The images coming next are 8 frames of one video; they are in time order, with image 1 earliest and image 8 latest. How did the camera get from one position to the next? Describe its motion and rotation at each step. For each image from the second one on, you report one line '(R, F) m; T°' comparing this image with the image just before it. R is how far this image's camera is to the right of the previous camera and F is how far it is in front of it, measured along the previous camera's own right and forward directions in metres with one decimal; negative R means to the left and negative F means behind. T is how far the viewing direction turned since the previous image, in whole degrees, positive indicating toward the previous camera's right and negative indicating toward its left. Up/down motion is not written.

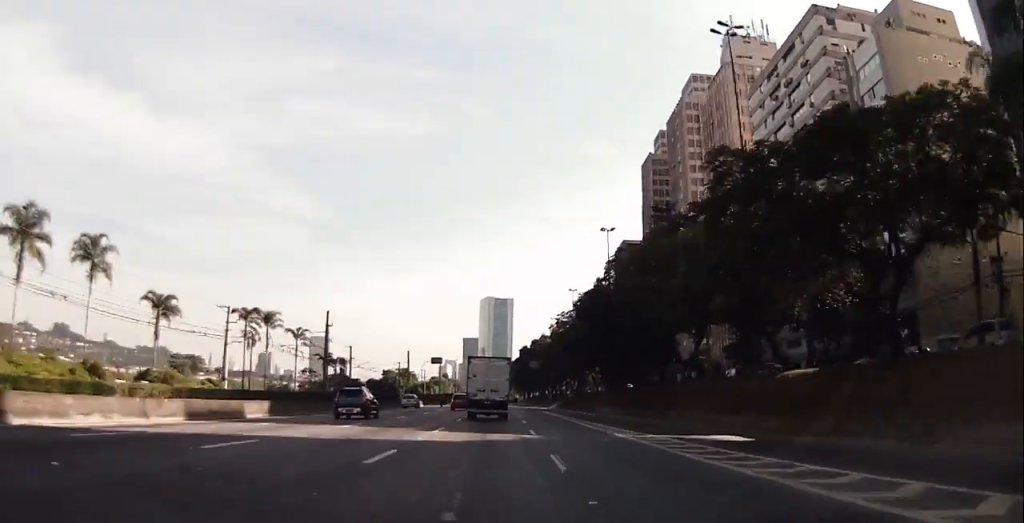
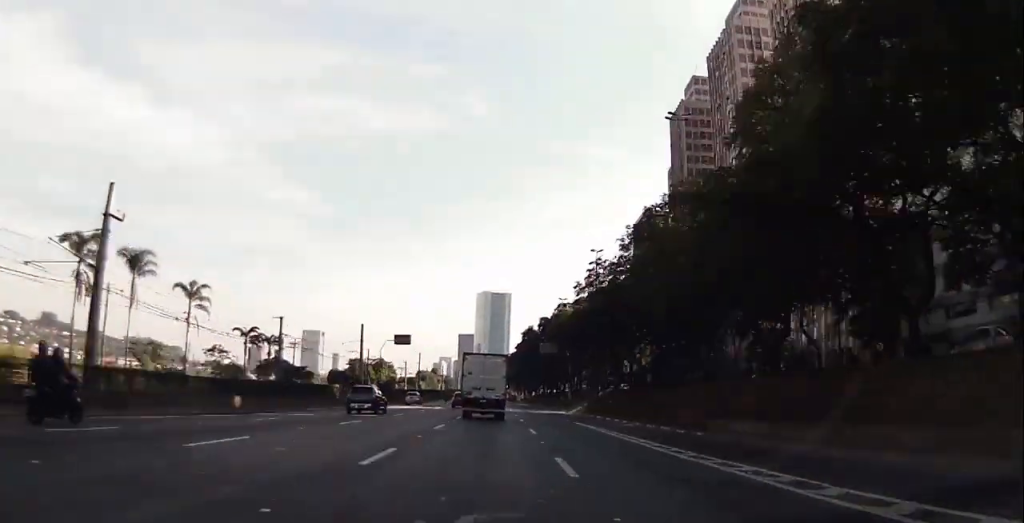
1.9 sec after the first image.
(-0.7, +37.2) m; -1°
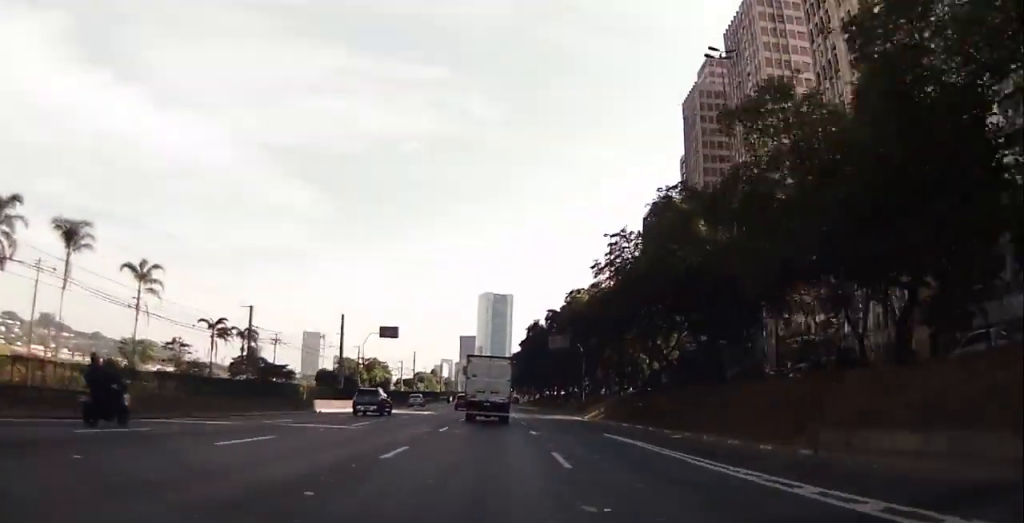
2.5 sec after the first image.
(0.0, +11.1) m; 0°
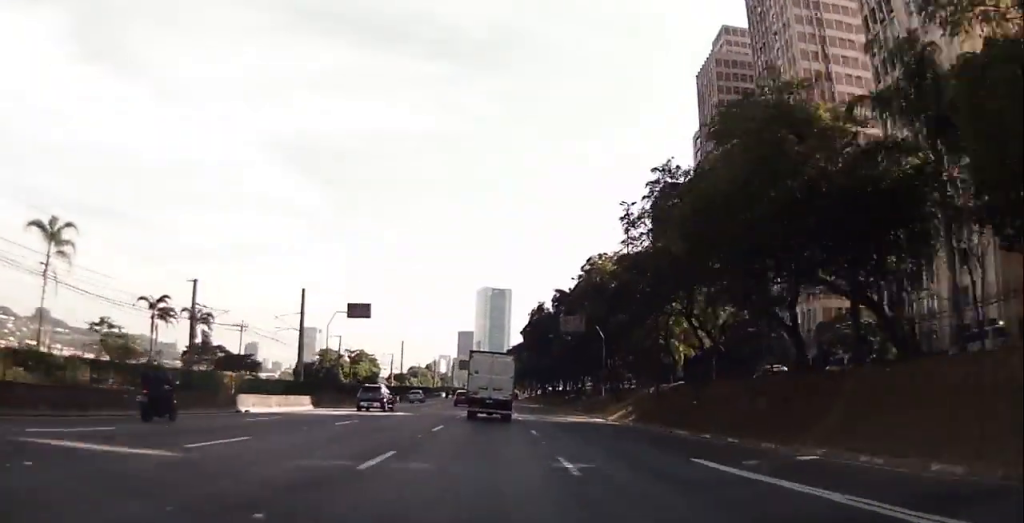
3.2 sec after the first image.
(+0.1, +13.8) m; +1°
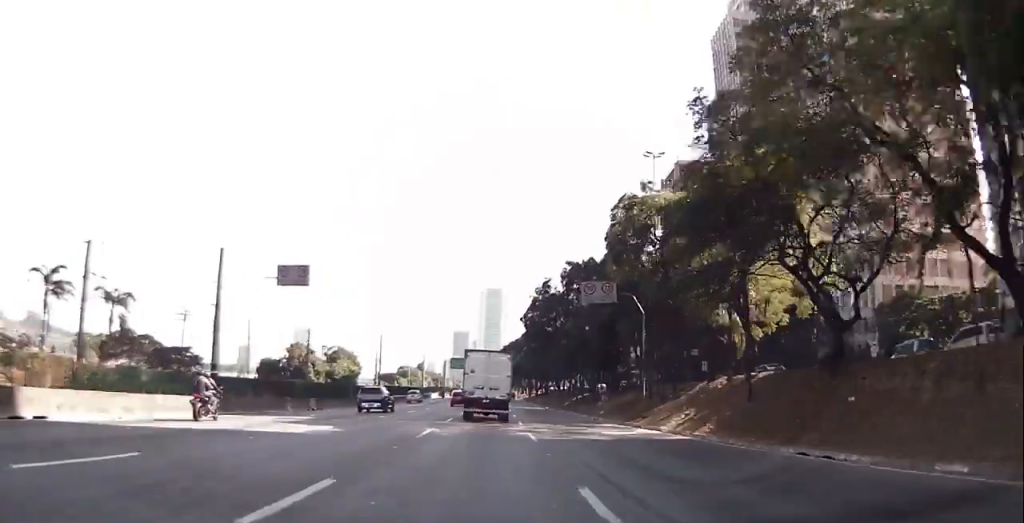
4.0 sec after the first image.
(+0.1, +16.6) m; +1°
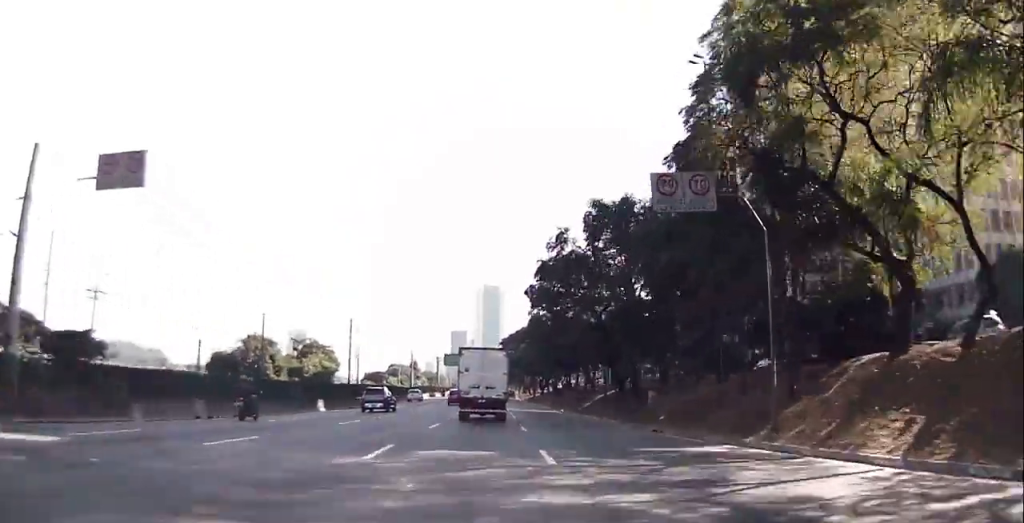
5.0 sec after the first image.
(0.0, +18.6) m; 0°
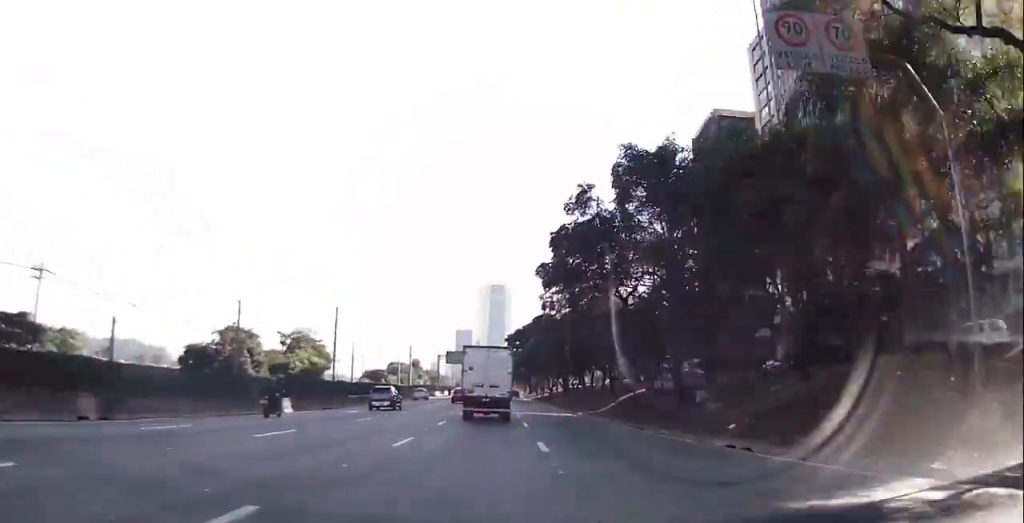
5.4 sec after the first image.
(+0.1, +9.3) m; 0°
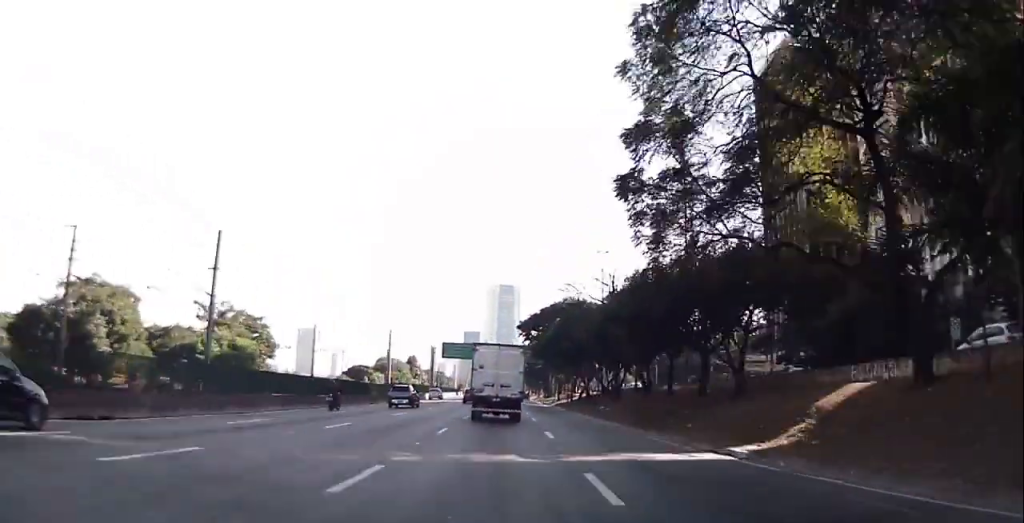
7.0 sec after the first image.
(-0.4, +32.5) m; -1°
